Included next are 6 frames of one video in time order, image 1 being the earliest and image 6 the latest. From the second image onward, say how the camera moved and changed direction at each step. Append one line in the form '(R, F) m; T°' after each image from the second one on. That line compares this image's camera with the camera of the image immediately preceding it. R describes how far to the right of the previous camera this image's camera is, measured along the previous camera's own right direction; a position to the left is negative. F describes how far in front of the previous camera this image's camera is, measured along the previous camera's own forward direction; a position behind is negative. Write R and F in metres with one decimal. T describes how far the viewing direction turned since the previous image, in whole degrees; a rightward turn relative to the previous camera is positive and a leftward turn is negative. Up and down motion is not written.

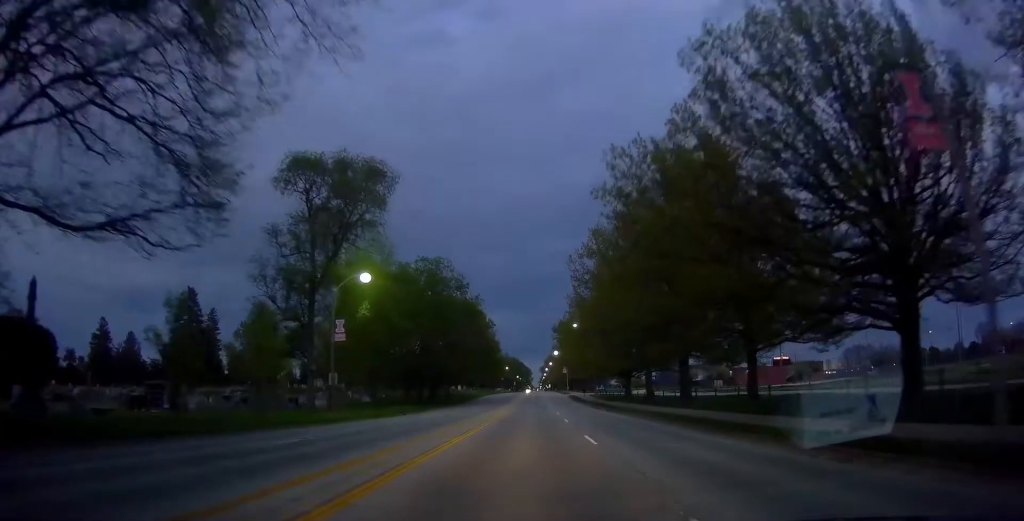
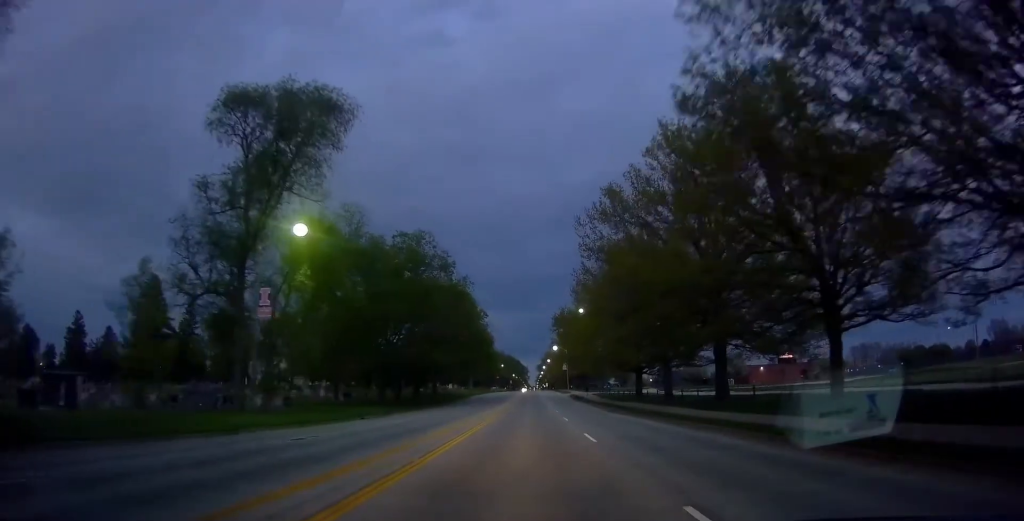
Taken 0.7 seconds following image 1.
(-0.3, +11.4) m; -1°
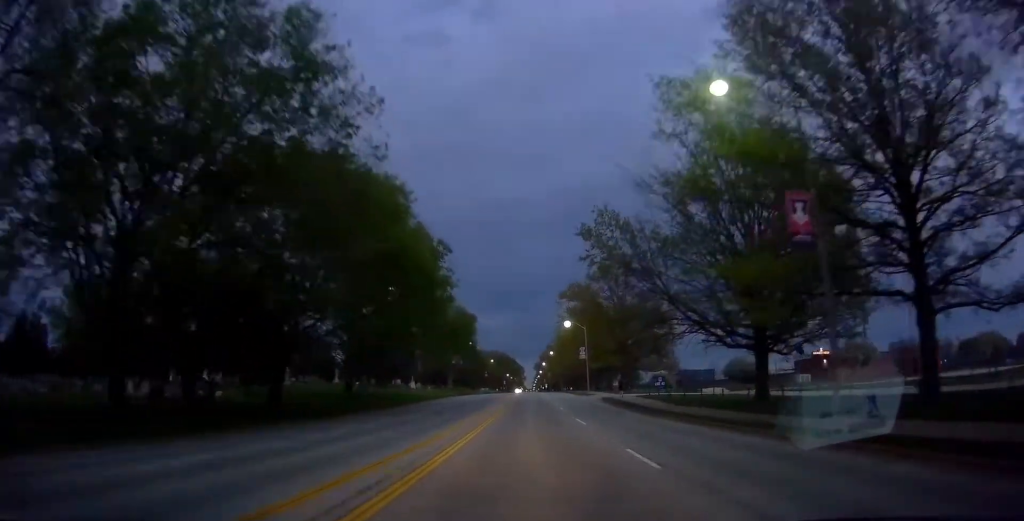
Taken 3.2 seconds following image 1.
(+0.5, +43.3) m; +1°
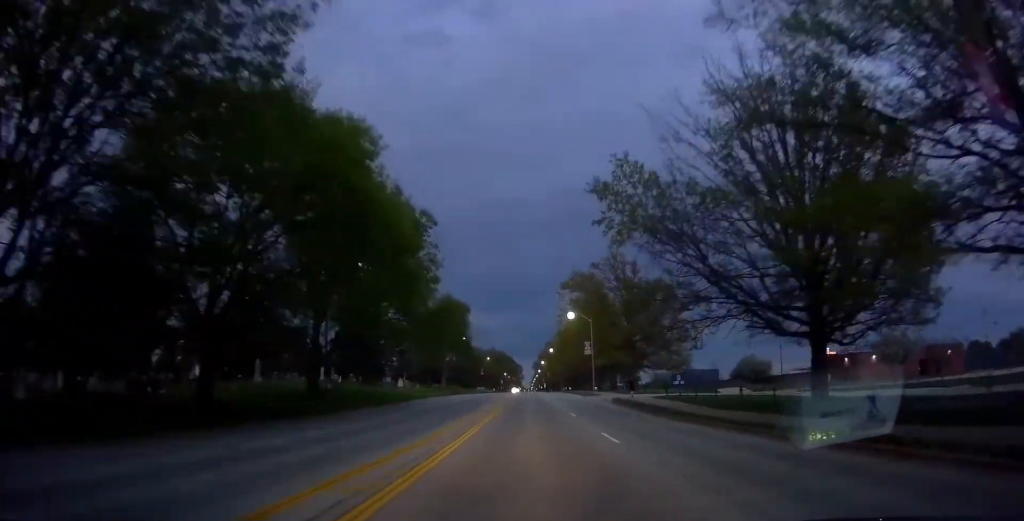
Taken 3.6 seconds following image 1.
(-0.2, +7.7) m; 0°
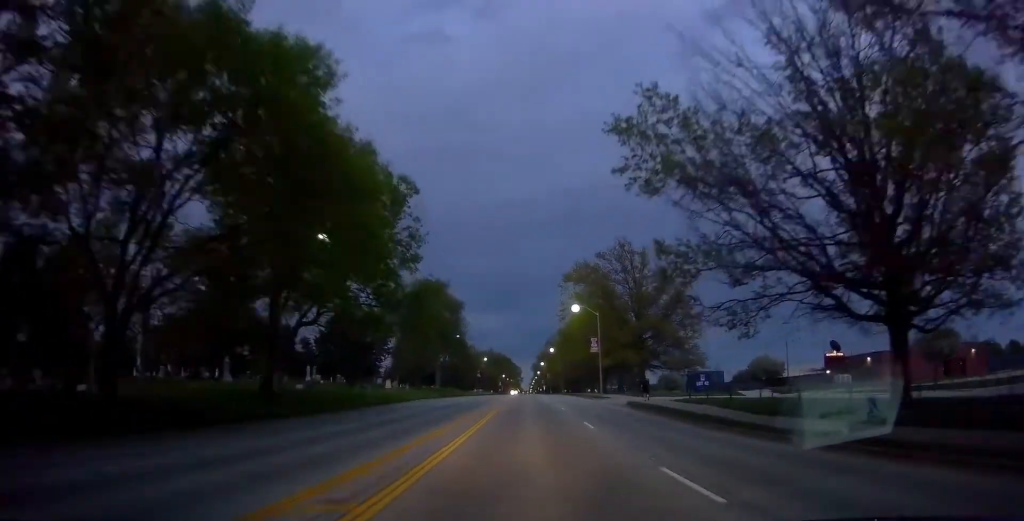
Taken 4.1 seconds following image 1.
(+0.2, +7.6) m; +1°
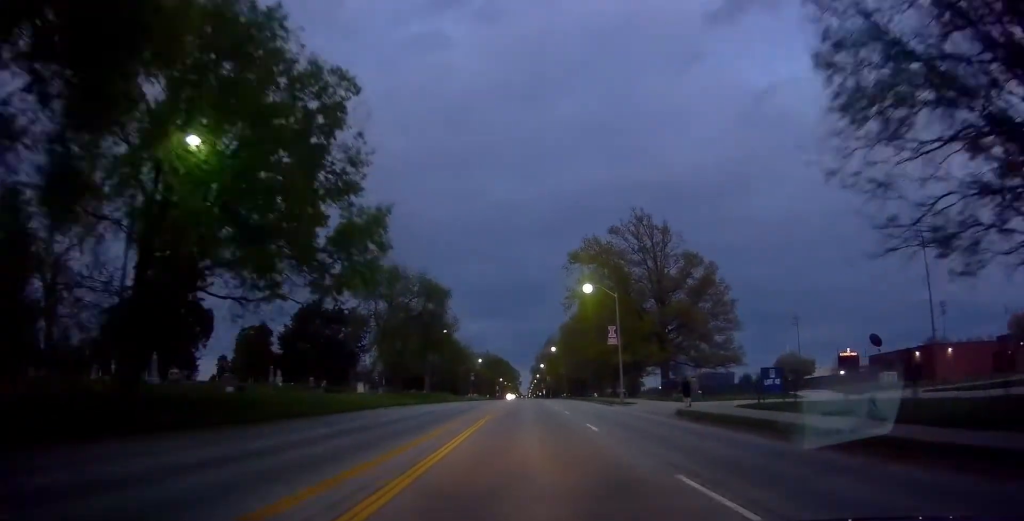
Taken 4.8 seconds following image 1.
(+0.3, +13.4) m; +1°
